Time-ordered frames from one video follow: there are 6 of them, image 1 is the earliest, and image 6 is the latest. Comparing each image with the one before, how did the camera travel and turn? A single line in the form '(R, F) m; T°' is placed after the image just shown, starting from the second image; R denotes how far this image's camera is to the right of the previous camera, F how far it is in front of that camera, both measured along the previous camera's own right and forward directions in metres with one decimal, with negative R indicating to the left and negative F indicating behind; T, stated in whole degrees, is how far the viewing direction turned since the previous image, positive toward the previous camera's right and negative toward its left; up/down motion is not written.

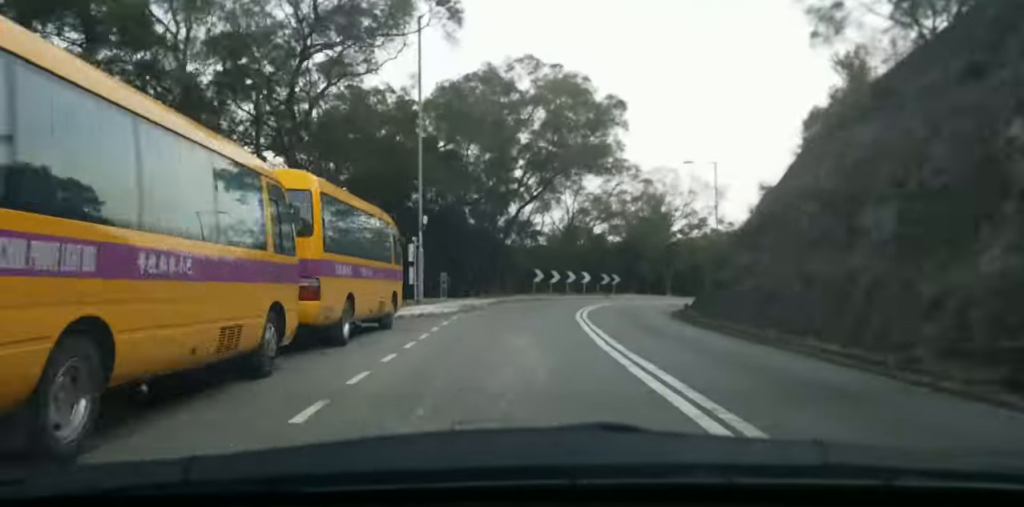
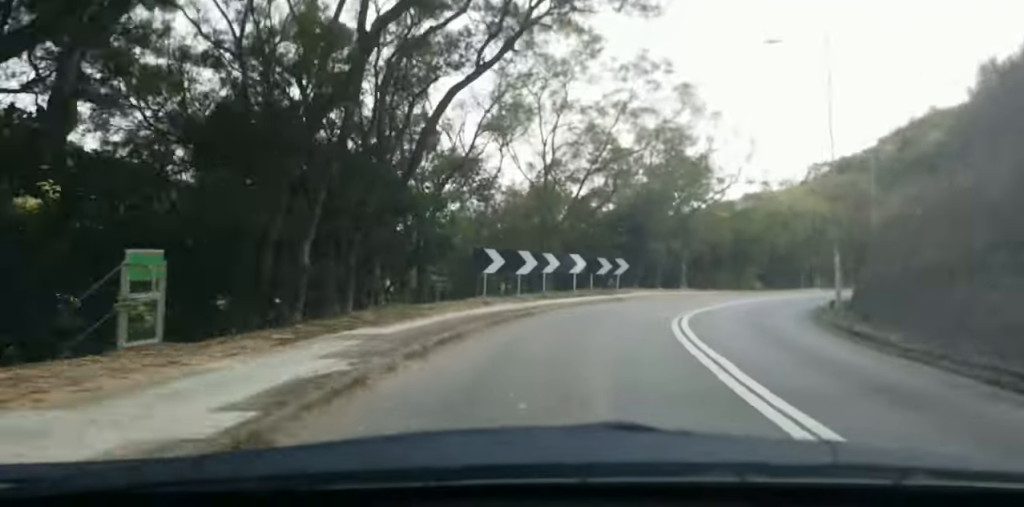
(+0.8, +31.4) m; +6°
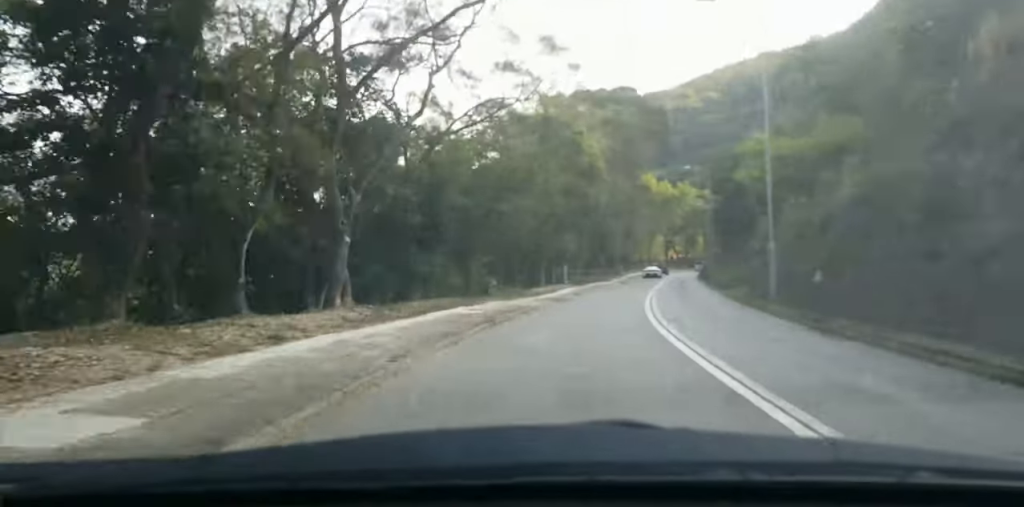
(+8.5, +44.3) m; +24°
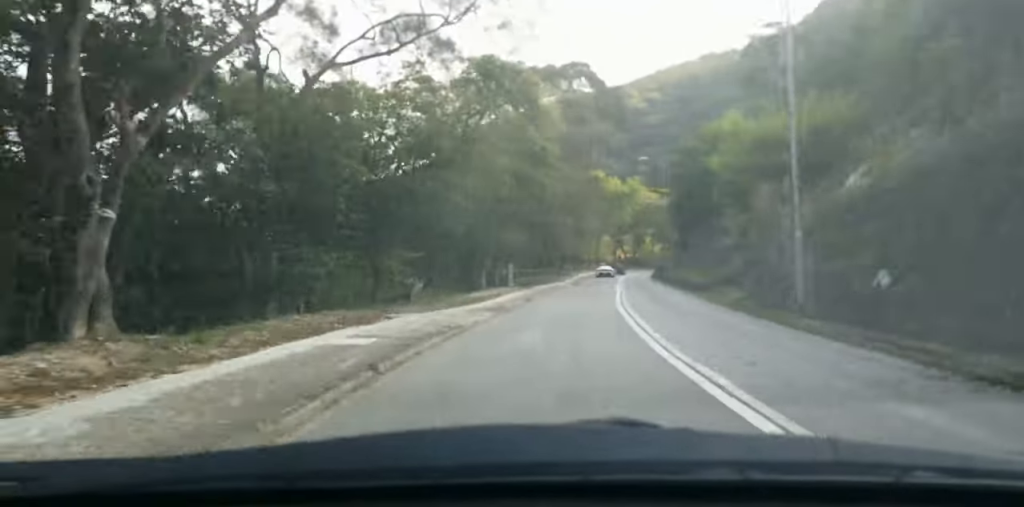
(+0.4, +8.6) m; +3°
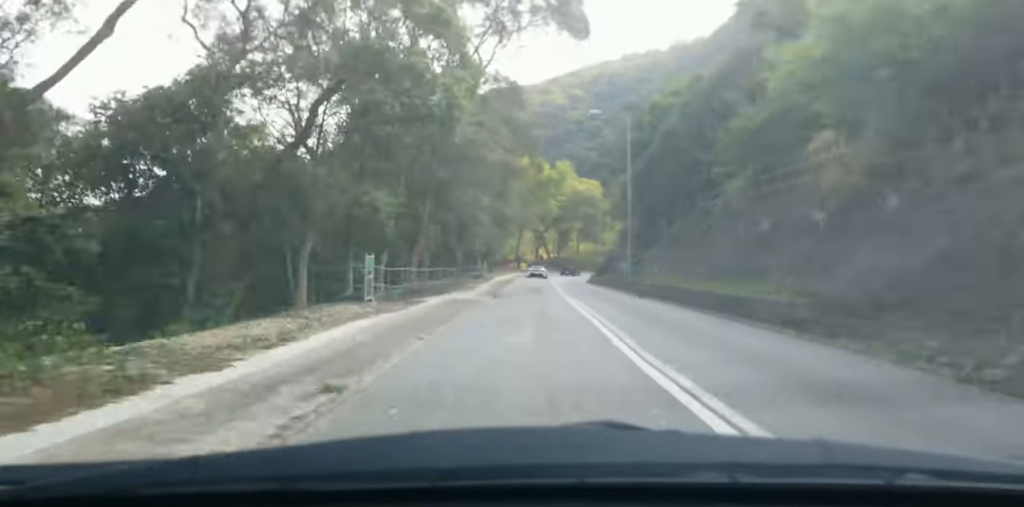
(+0.9, +19.2) m; +4°
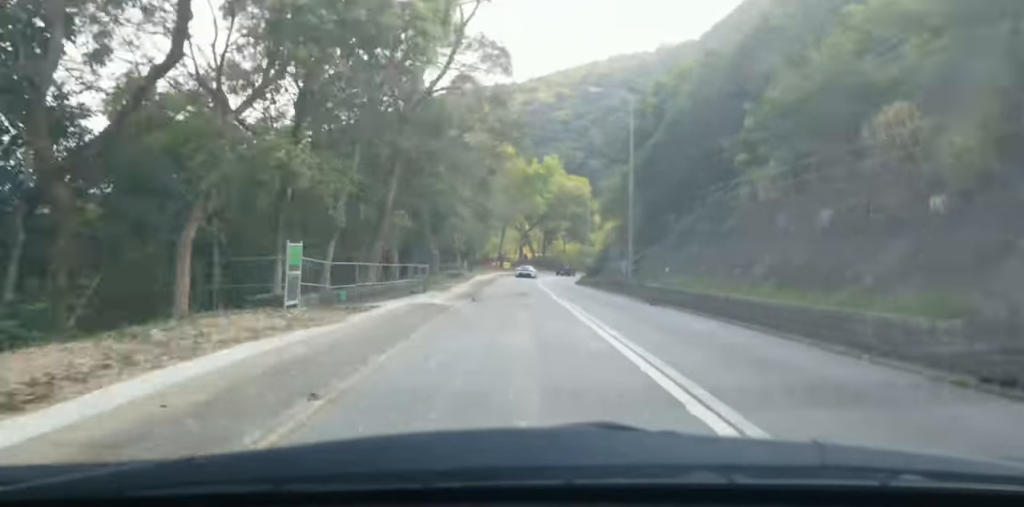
(0.0, +5.2) m; +1°
